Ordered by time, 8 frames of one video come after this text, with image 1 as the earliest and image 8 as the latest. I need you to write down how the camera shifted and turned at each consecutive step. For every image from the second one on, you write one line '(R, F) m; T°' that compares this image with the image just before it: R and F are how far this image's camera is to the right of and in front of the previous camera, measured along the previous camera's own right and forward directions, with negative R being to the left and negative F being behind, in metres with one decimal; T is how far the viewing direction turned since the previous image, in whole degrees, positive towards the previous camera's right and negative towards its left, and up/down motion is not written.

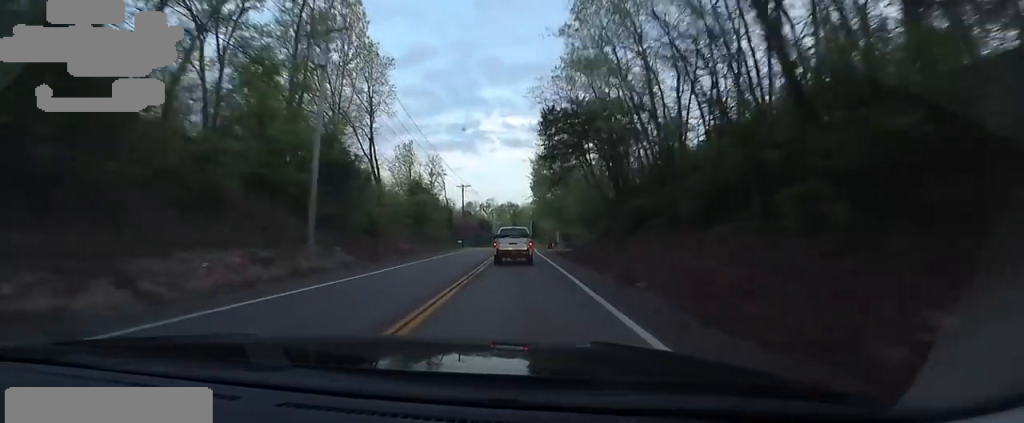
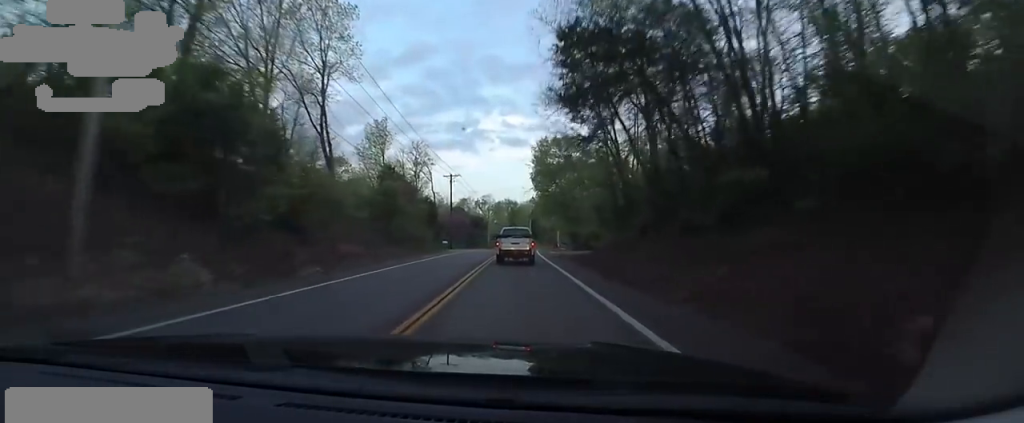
(+0.1, +11.6) m; -1°
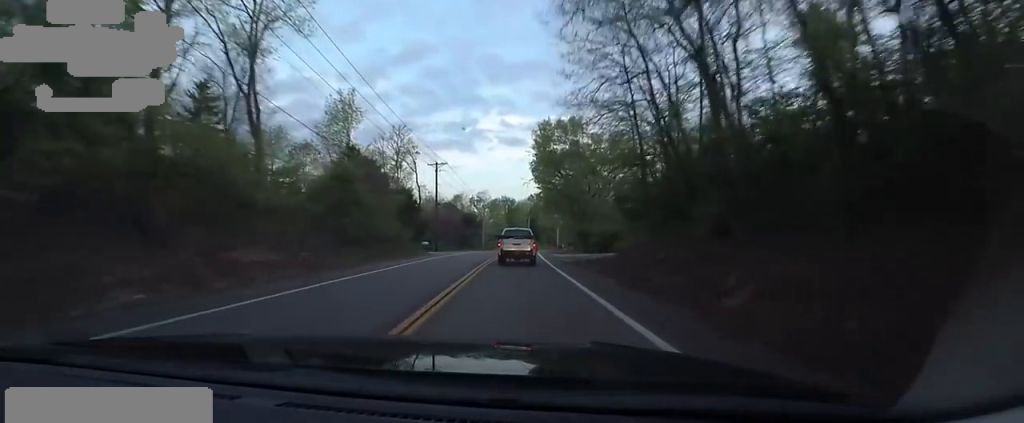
(-0.4, +9.7) m; -1°
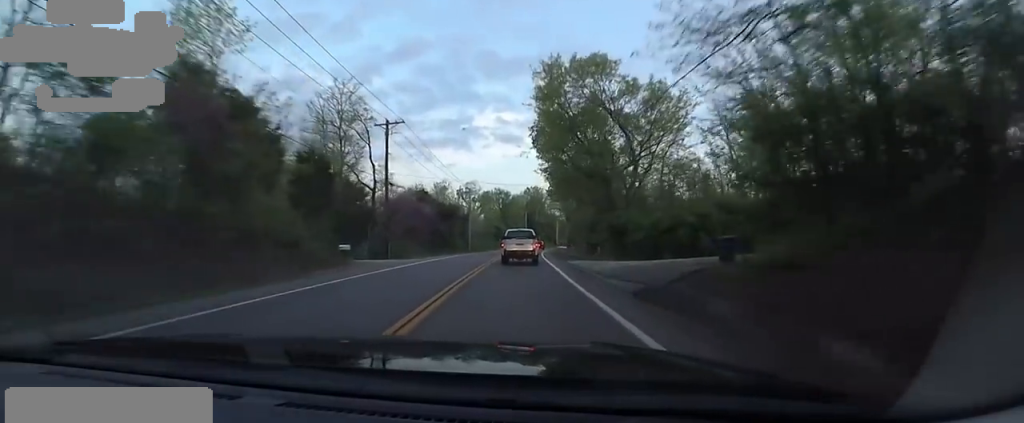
(-0.1, +18.4) m; +1°
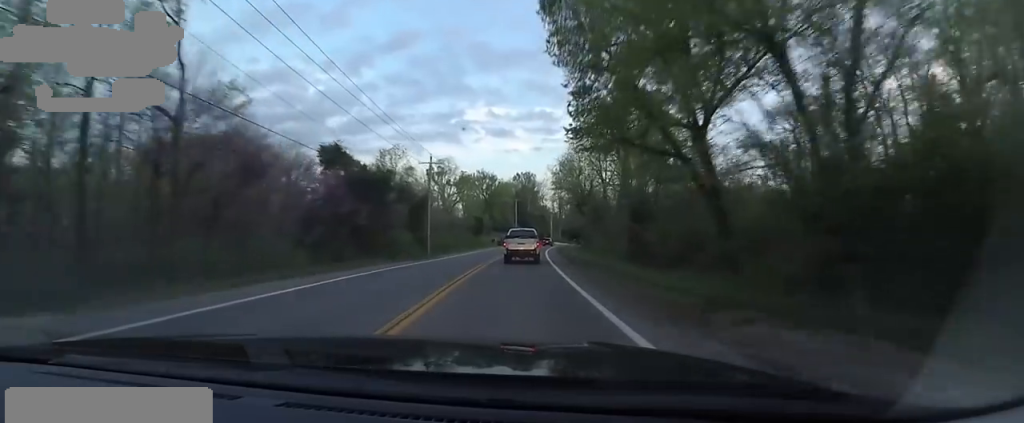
(+1.0, +26.1) m; +1°
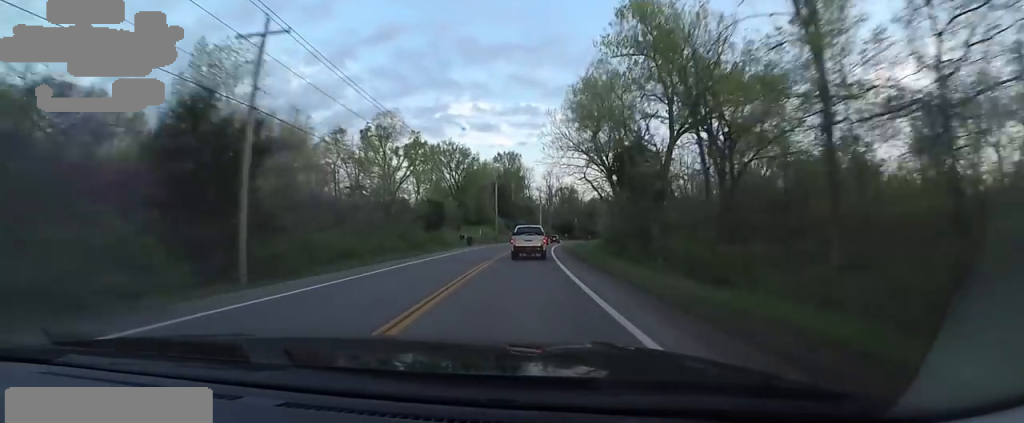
(+0.2, +29.3) m; +4°
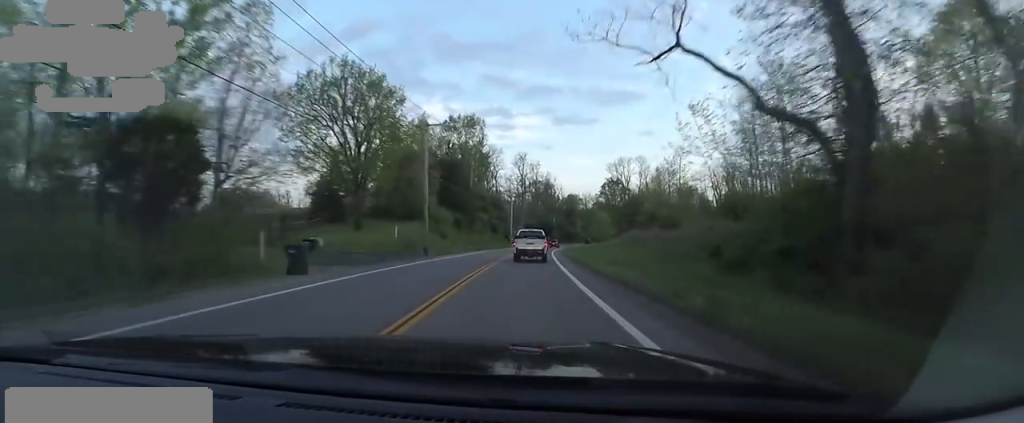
(+1.7, +38.4) m; +5°
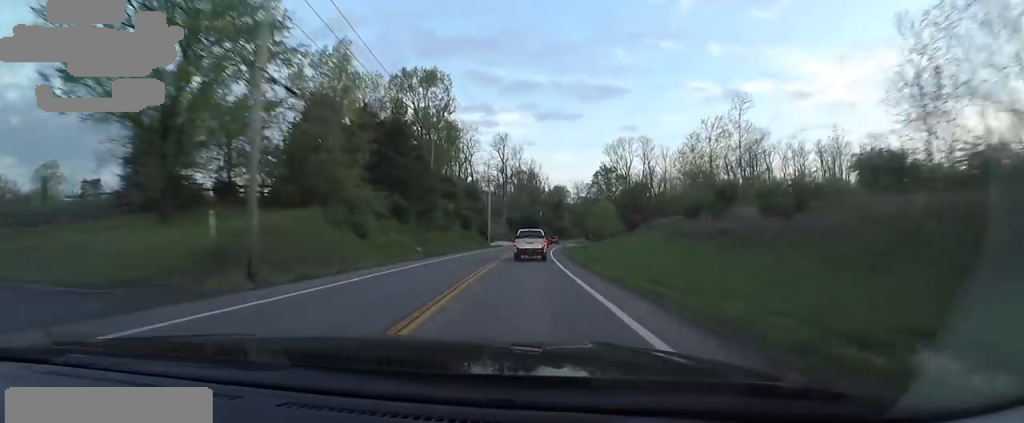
(+0.7, +23.3) m; +1°
